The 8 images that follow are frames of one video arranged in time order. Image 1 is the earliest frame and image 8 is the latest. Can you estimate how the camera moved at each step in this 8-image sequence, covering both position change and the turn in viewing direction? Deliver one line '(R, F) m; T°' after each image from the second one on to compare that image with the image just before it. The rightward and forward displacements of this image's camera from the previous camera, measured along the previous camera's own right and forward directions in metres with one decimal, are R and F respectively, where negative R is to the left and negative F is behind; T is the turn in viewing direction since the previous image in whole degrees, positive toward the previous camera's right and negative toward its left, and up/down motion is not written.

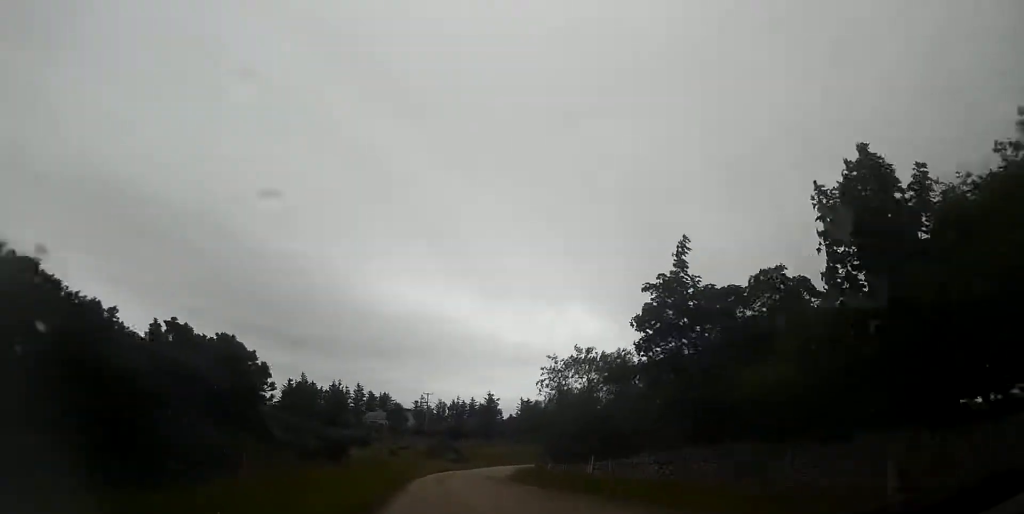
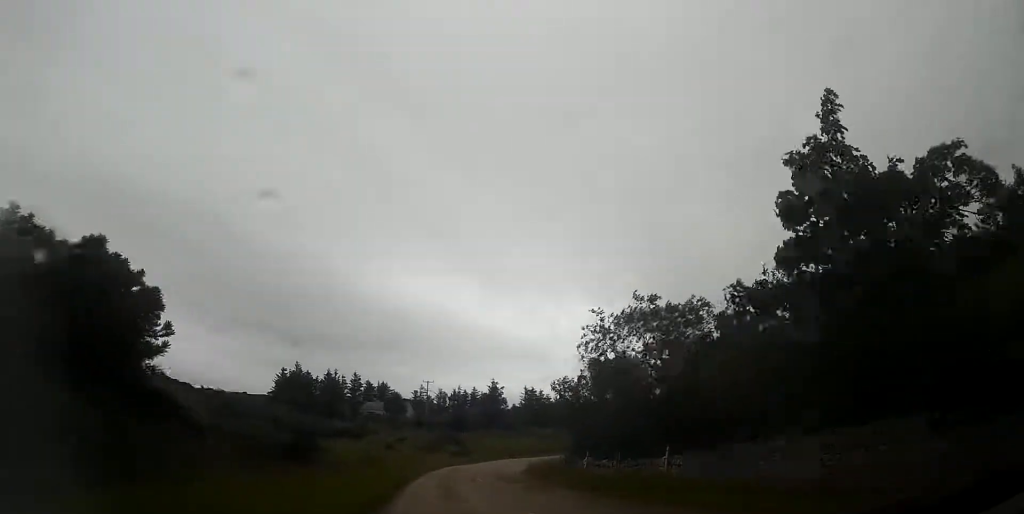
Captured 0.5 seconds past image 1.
(0.0, +7.4) m; 0°
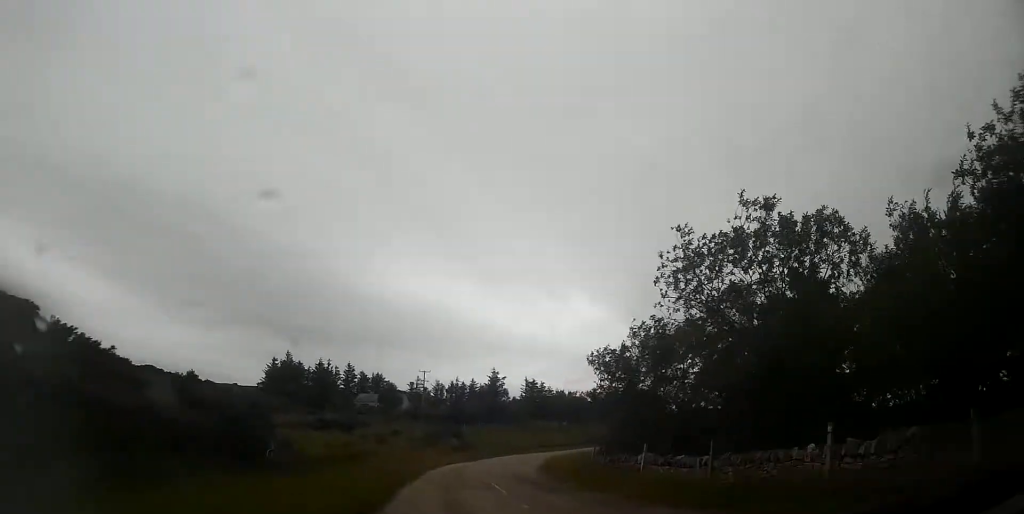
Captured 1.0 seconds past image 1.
(0.0, +6.9) m; +1°
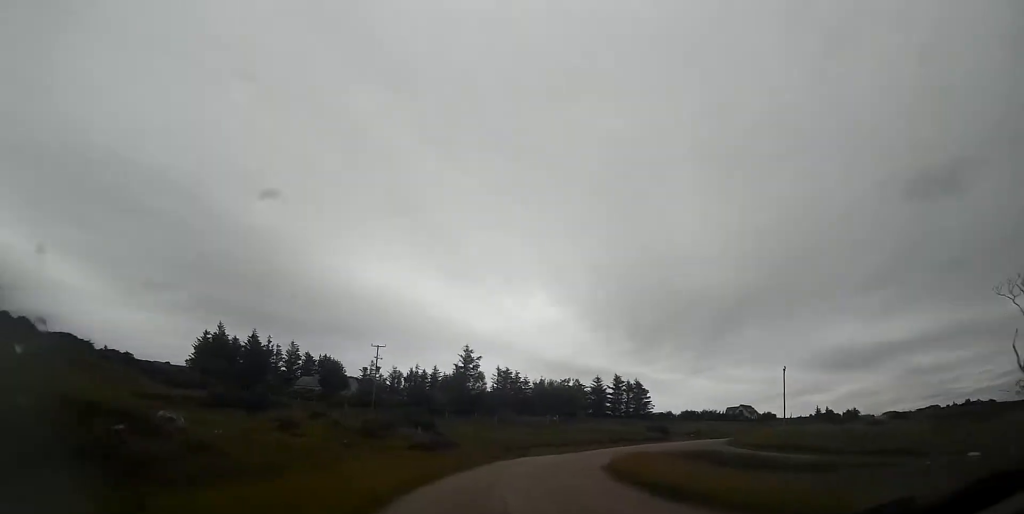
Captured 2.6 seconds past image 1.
(+0.8, +23.6) m; +7°
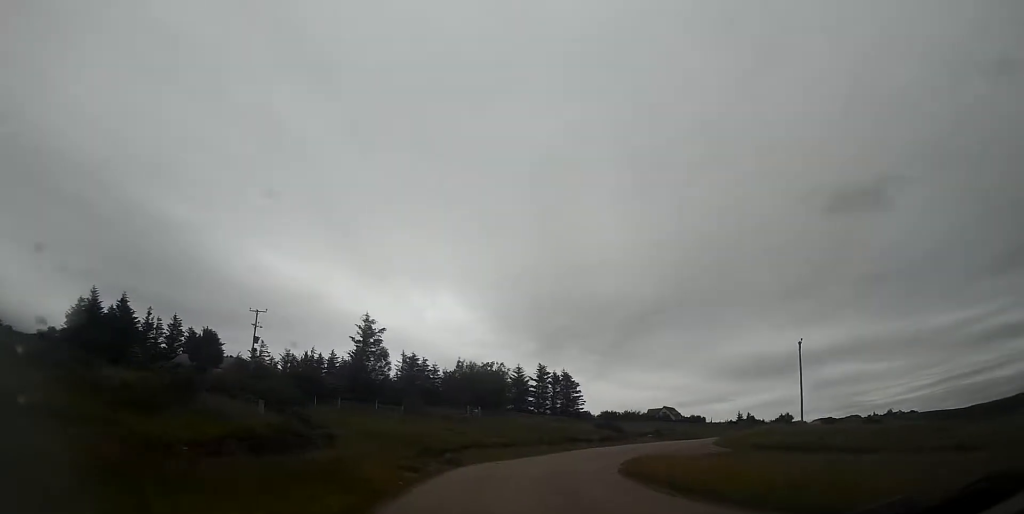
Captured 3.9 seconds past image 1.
(+1.7, +17.4) m; +12°
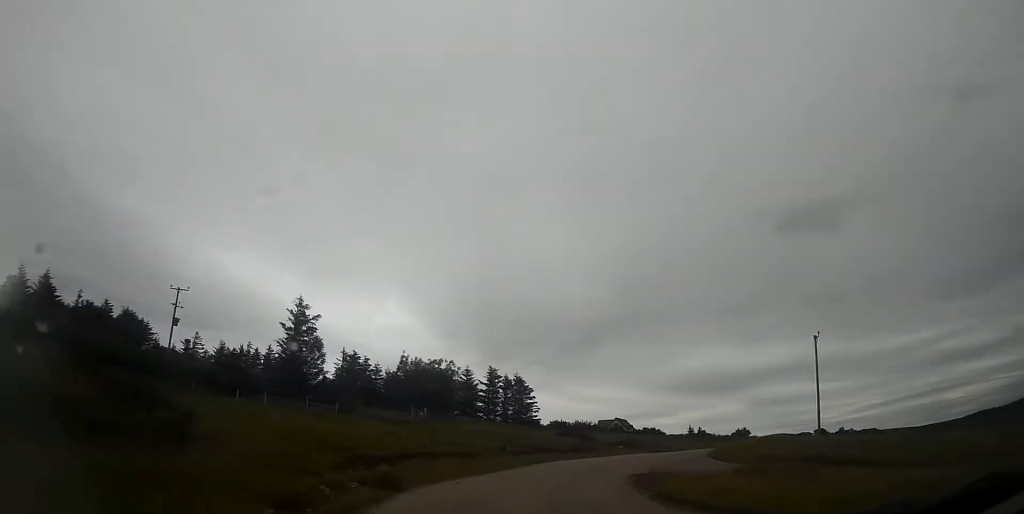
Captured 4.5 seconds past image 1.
(+0.6, +8.4) m; +7°
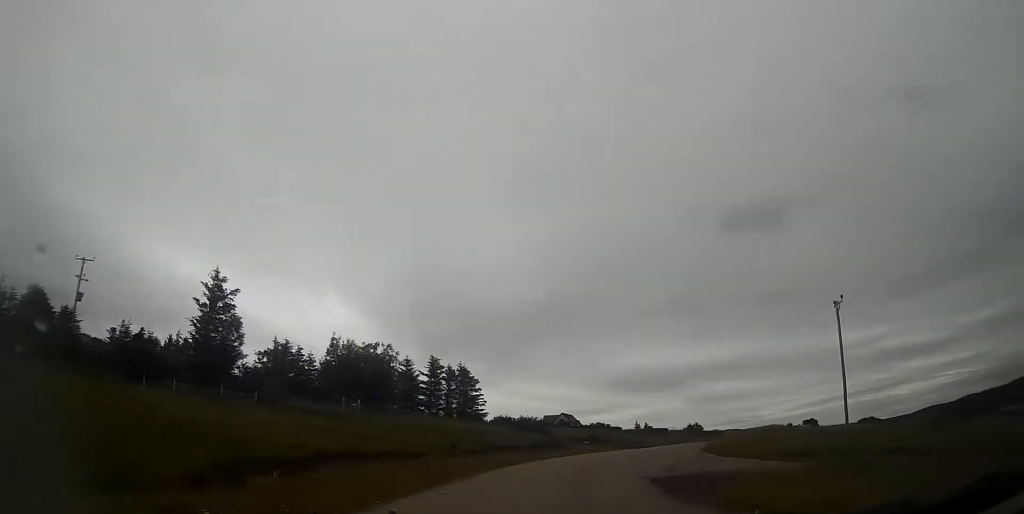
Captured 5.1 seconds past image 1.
(+0.6, +8.0) m; +7°
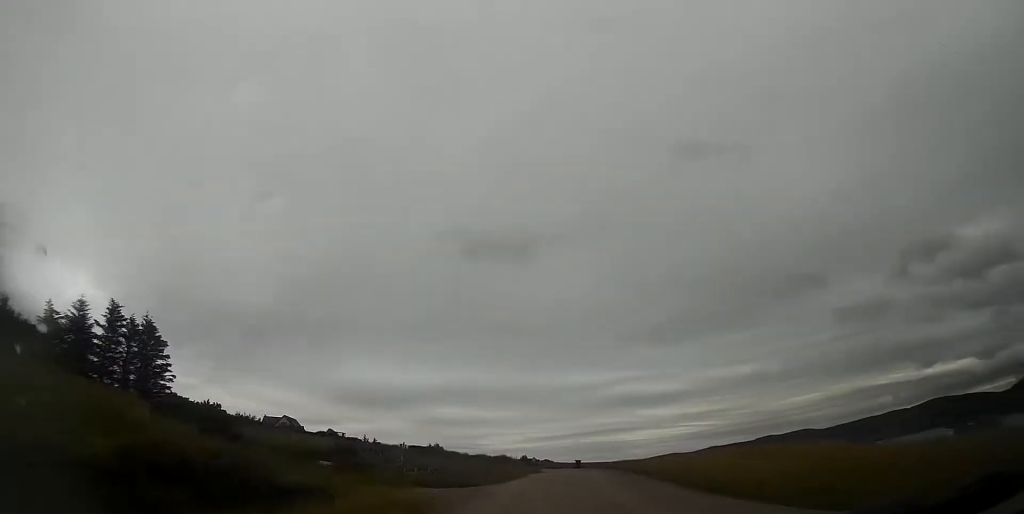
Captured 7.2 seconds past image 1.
(+5.7, +28.0) m; +22°
